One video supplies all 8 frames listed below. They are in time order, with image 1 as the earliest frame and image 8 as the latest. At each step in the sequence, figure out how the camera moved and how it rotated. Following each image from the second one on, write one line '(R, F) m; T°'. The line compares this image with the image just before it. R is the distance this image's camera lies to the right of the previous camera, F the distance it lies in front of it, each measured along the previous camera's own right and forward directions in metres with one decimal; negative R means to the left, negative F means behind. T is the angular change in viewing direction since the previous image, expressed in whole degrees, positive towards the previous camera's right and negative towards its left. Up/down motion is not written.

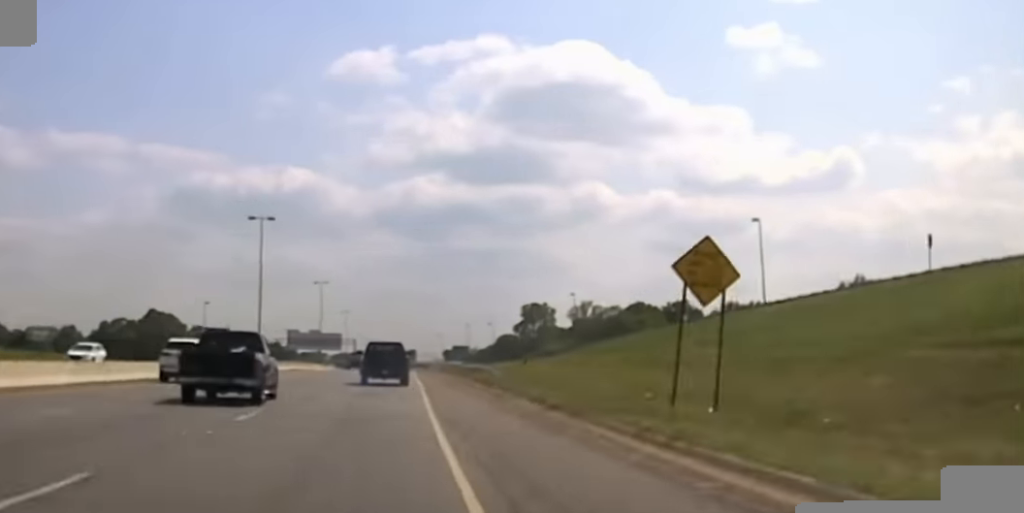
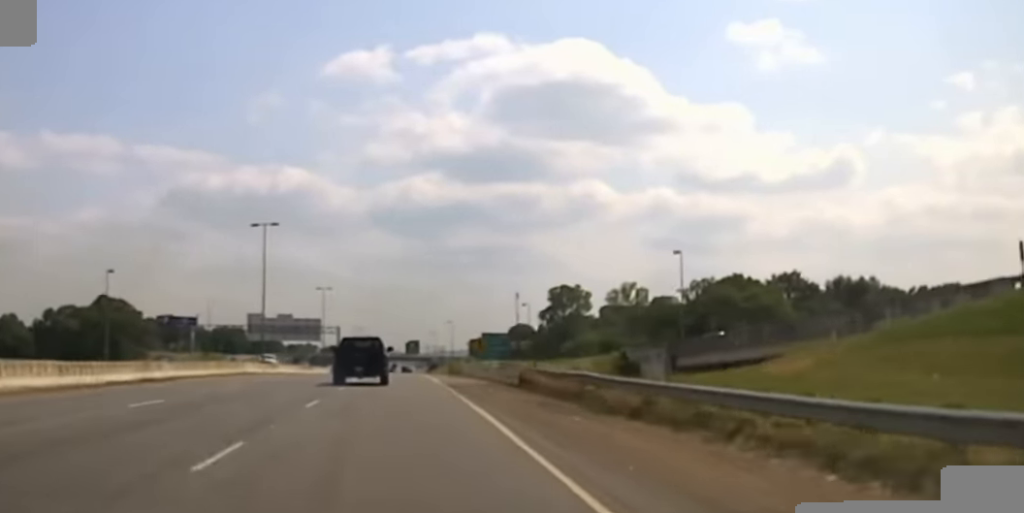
(-0.4, +71.6) m; 0°
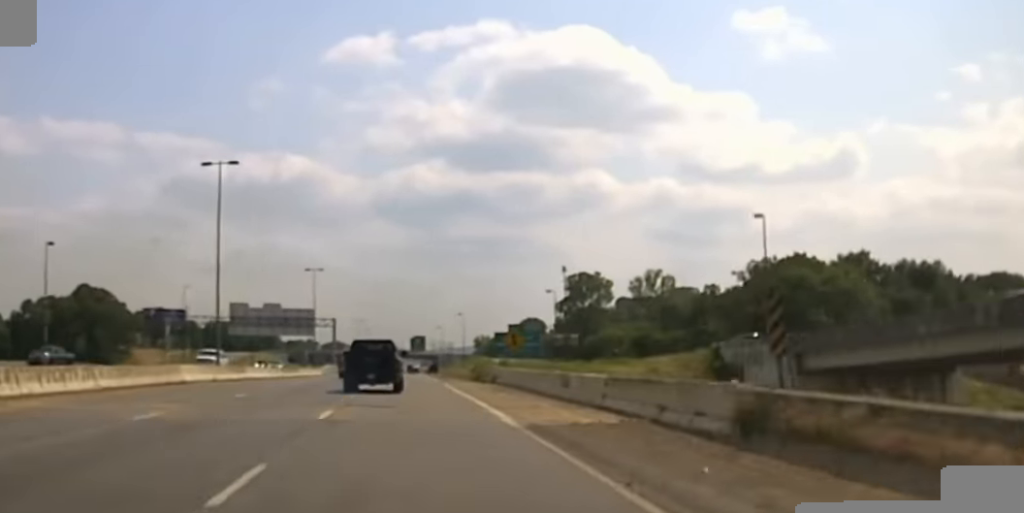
(+0.2, +25.3) m; 0°
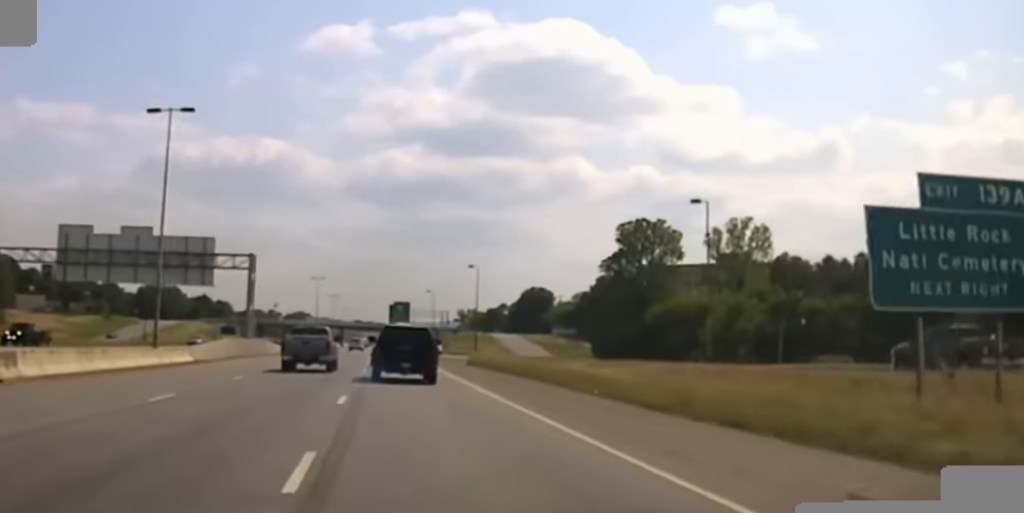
(+0.8, +85.1) m; +1°
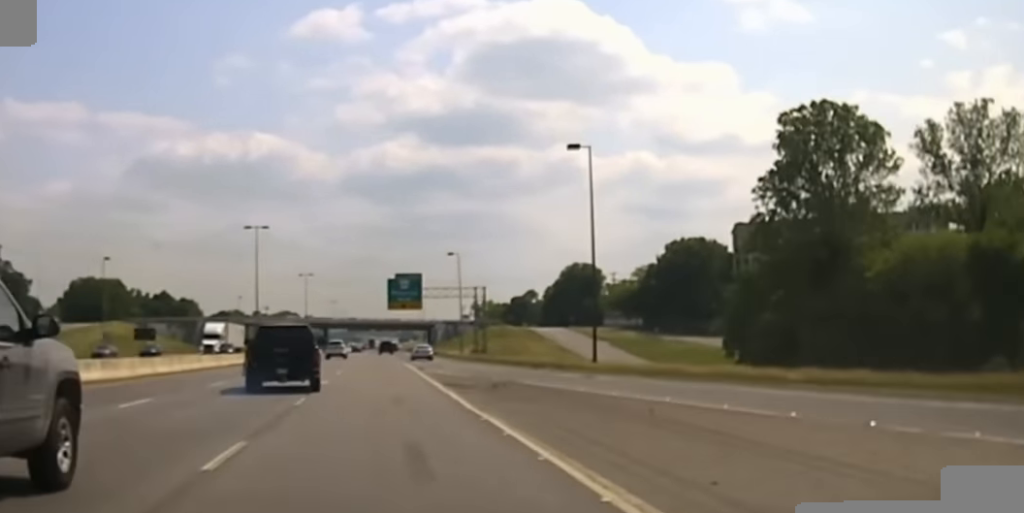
(-0.5, +83.7) m; -2°
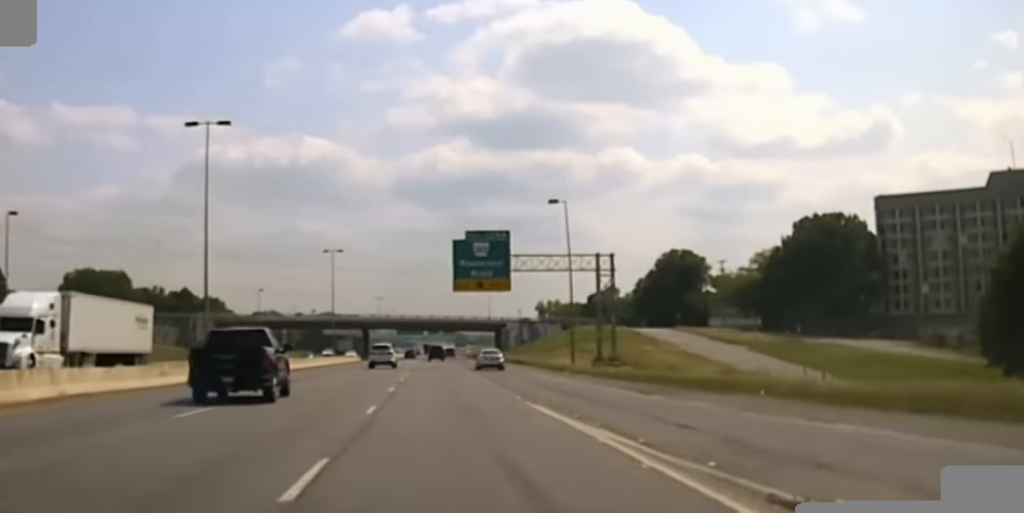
(-0.6, +48.4) m; -1°
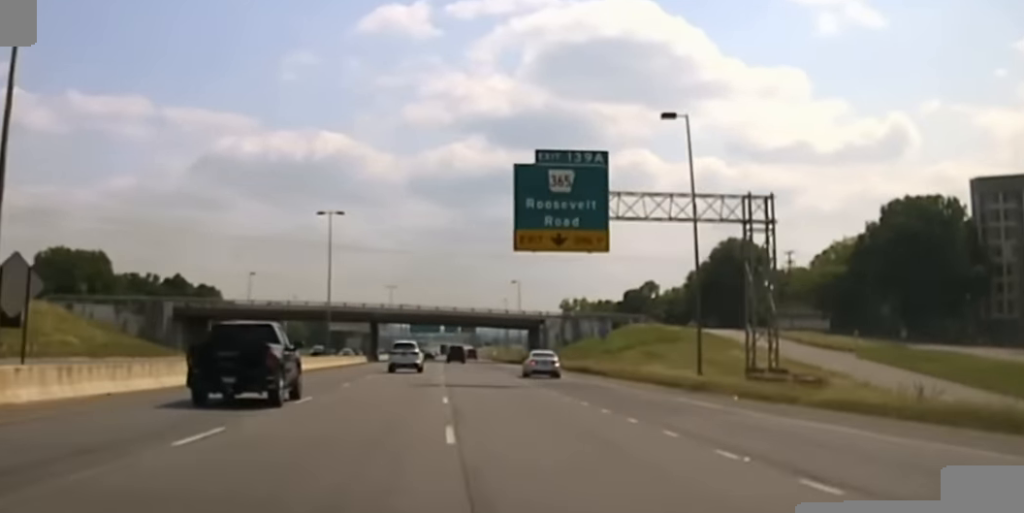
(-0.4, +32.1) m; 0°
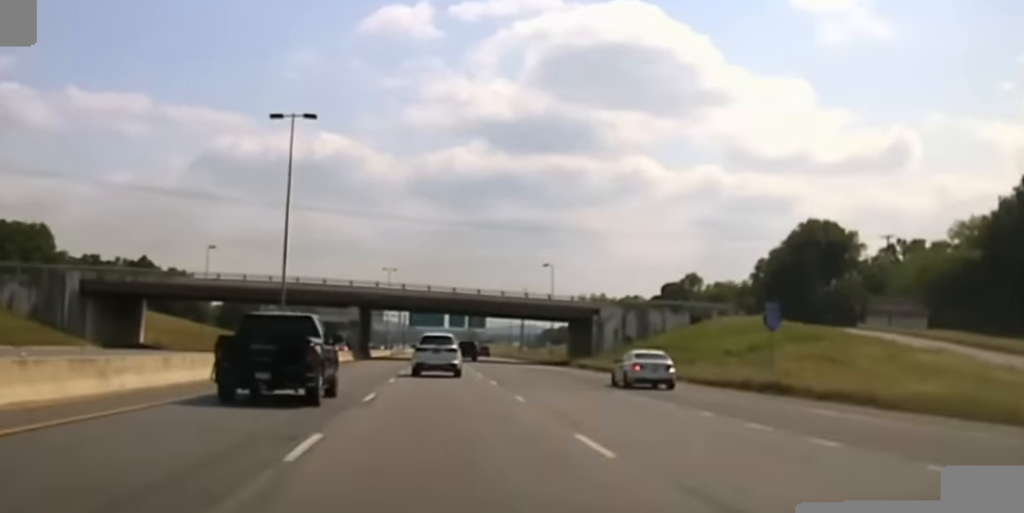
(0.0, +35.0) m; +1°
